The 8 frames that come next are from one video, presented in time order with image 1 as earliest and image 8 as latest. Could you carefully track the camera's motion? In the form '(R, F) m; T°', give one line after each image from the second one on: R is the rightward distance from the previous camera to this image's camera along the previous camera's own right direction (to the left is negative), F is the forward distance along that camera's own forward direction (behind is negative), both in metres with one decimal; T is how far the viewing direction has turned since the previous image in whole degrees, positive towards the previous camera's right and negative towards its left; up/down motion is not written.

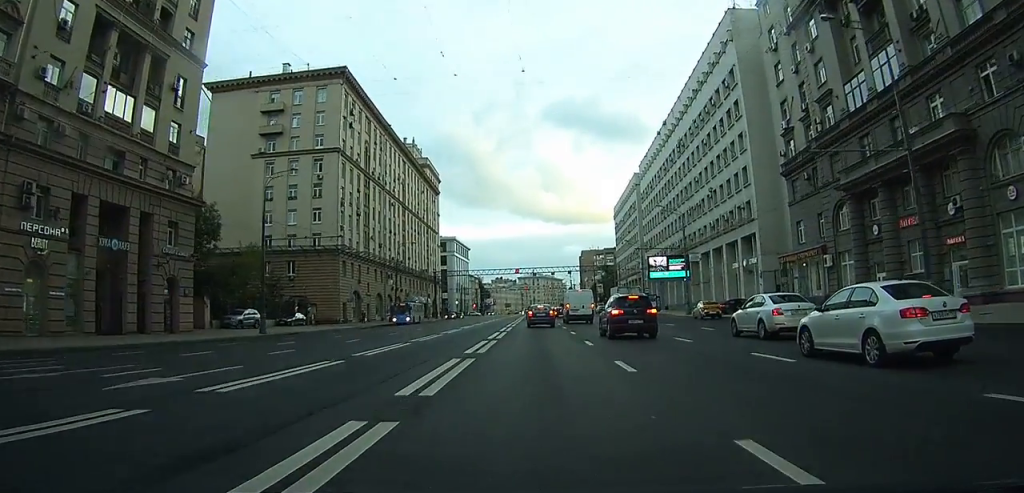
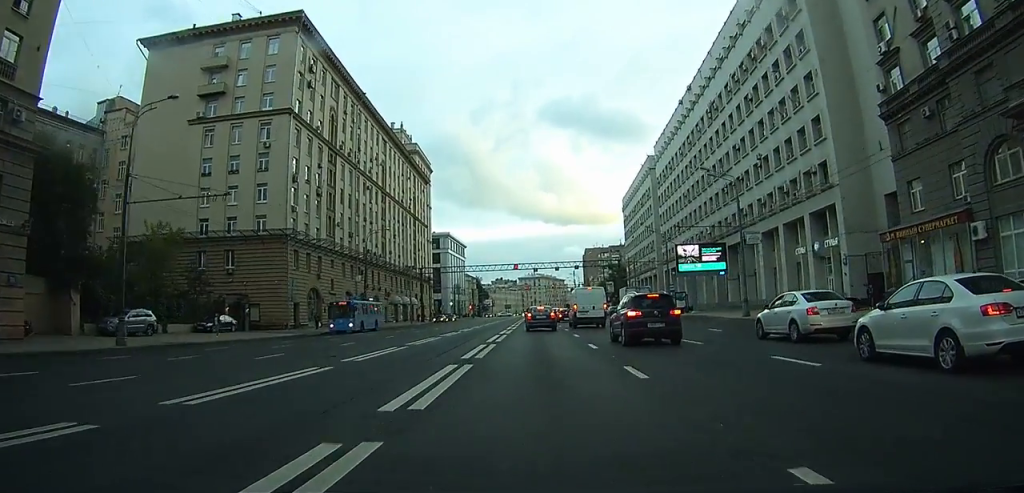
(0.0, +18.1) m; +1°
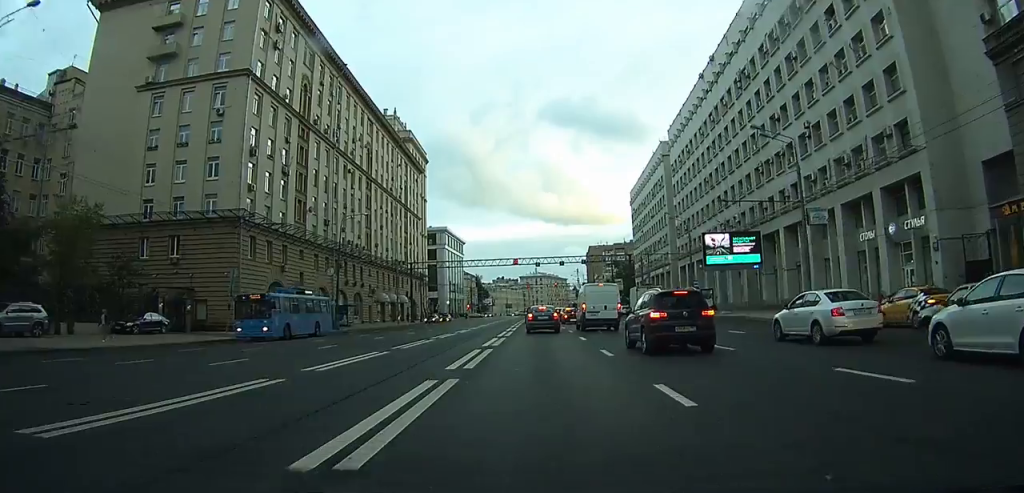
(0.0, +11.4) m; 0°
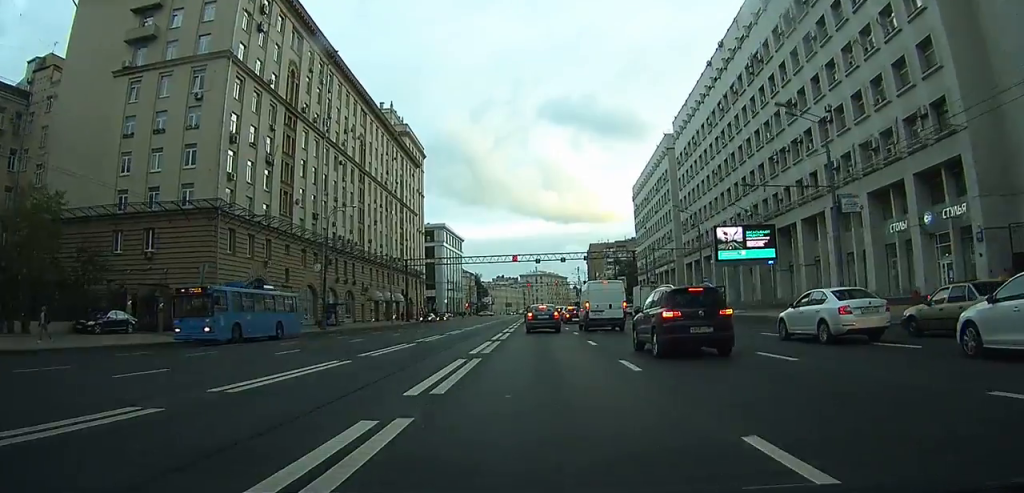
(0.0, +4.2) m; 0°
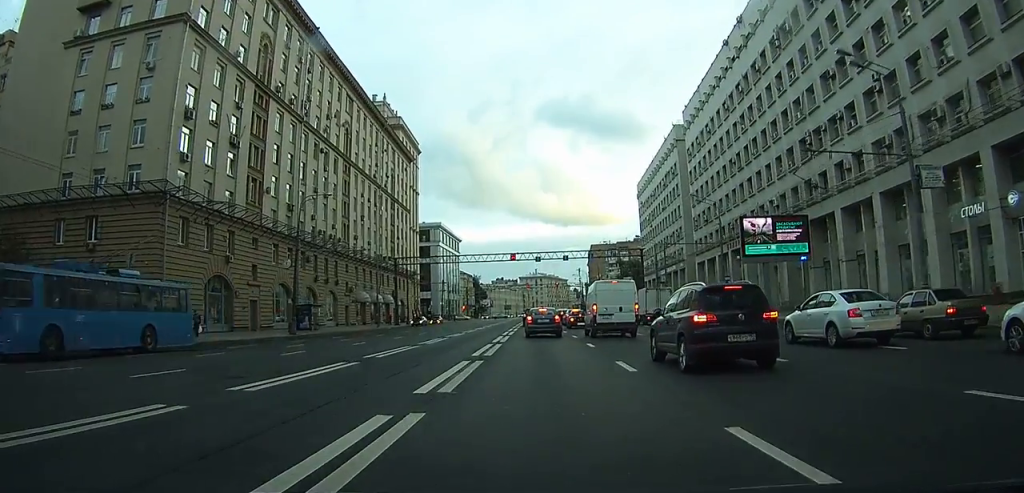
(-0.1, +8.2) m; -1°
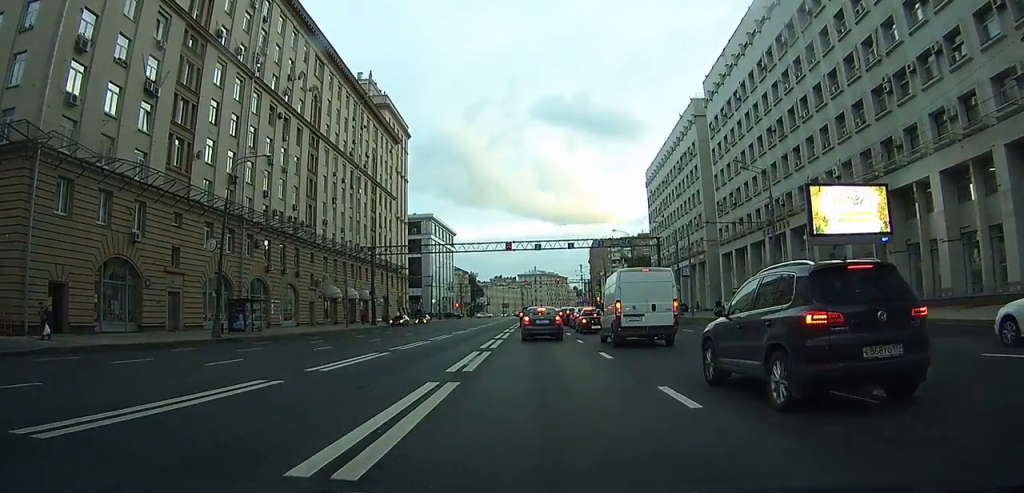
(0.0, +13.7) m; 0°
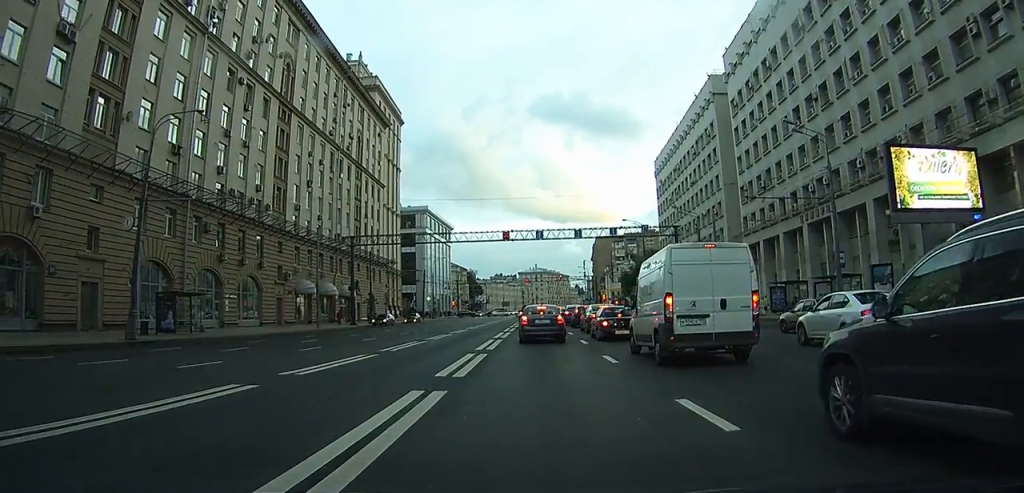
(0.0, +9.3) m; -1°
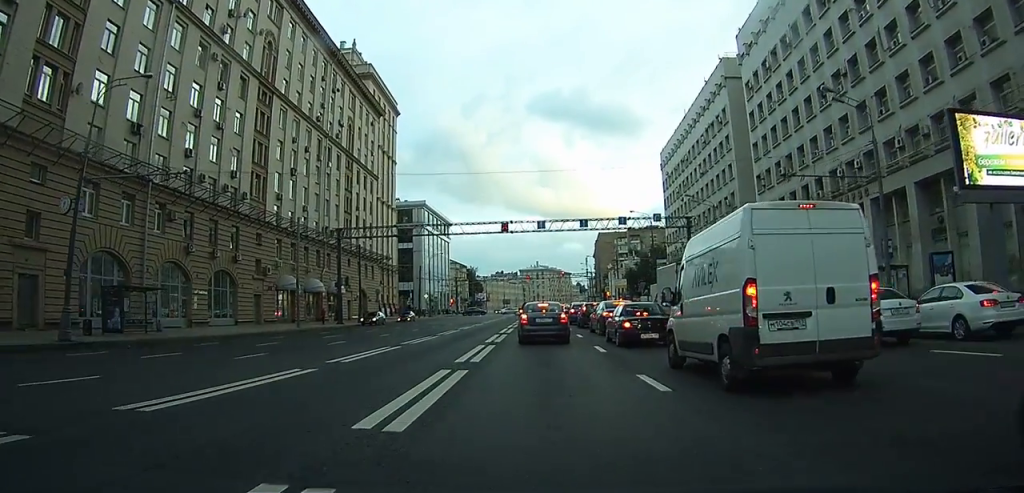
(0.0, +4.8) m; -1°
